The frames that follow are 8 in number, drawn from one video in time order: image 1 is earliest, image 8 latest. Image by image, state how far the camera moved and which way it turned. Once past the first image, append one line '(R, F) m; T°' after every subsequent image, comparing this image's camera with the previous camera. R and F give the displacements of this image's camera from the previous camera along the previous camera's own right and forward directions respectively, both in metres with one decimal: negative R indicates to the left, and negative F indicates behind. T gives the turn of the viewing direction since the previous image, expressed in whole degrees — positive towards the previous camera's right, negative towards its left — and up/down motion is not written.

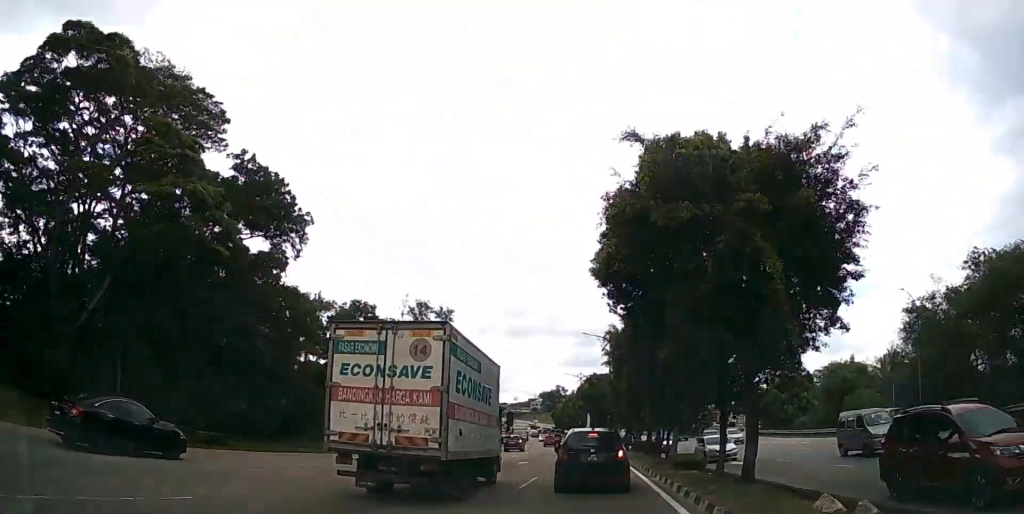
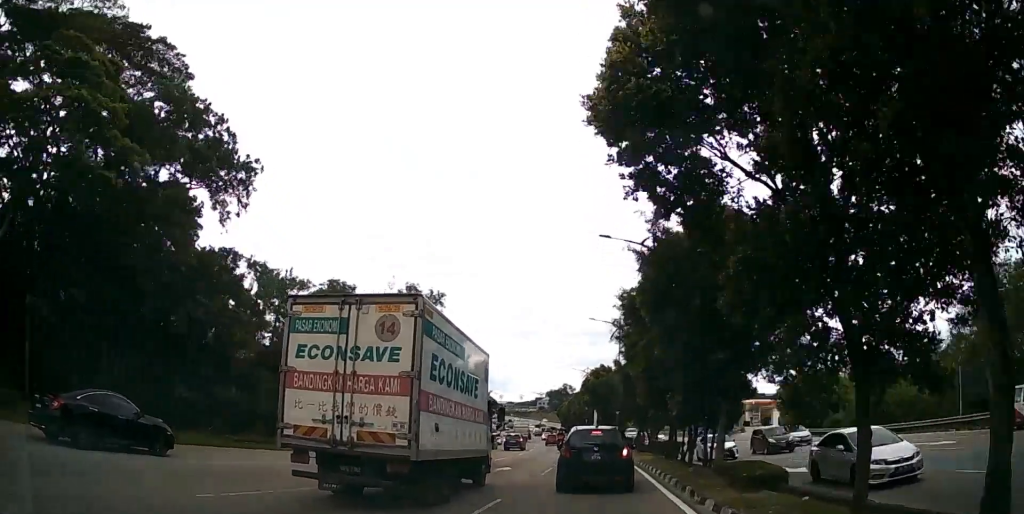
(-0.1, +7.7) m; -1°
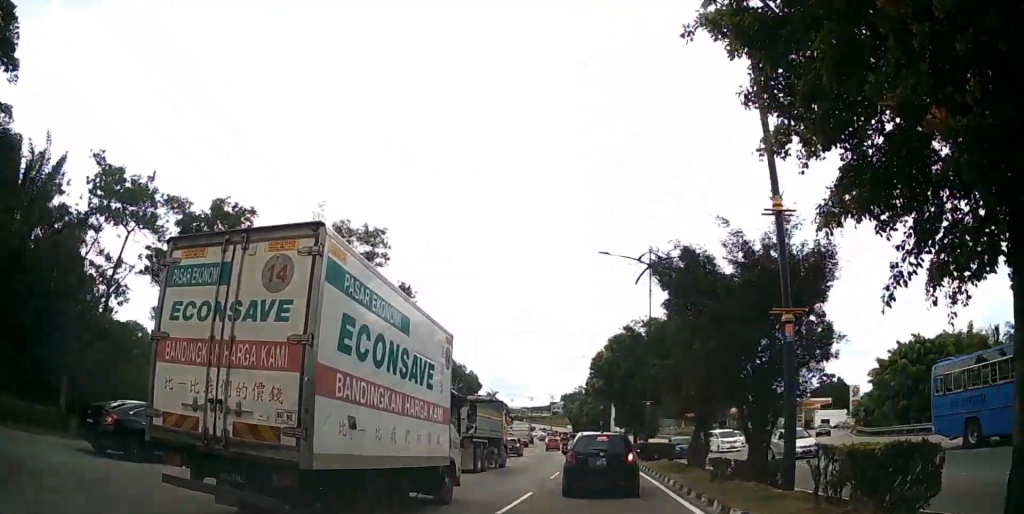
(-0.2, +21.3) m; 0°
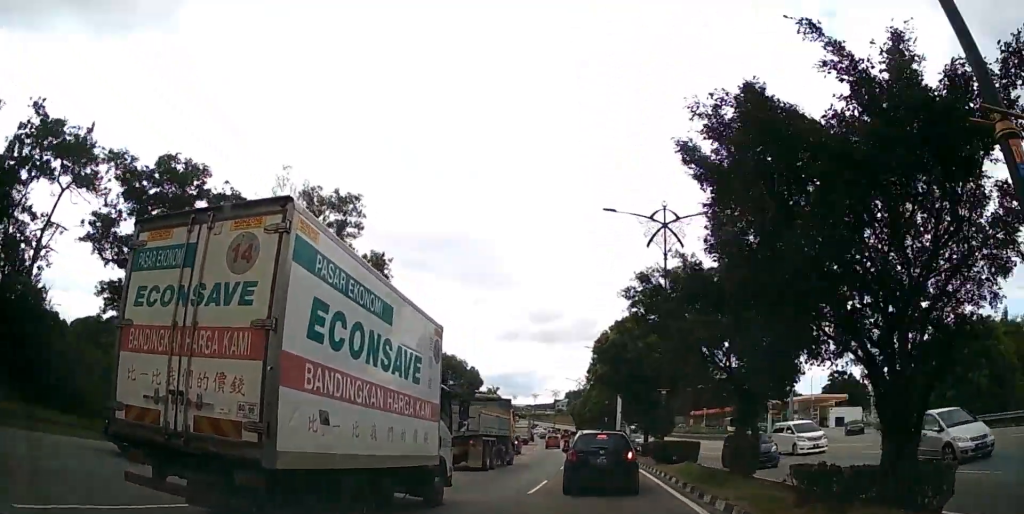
(0.0, +6.2) m; 0°
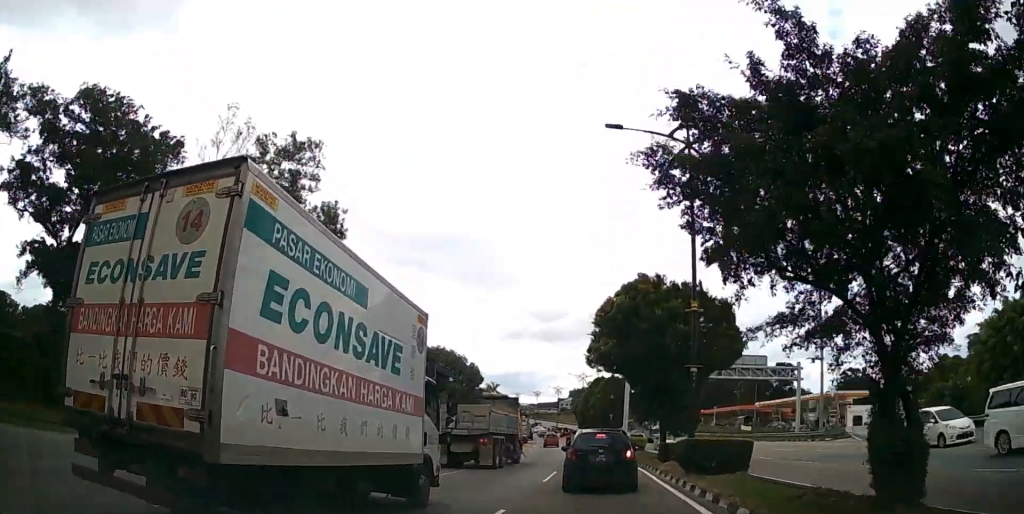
(0.0, +8.2) m; -1°
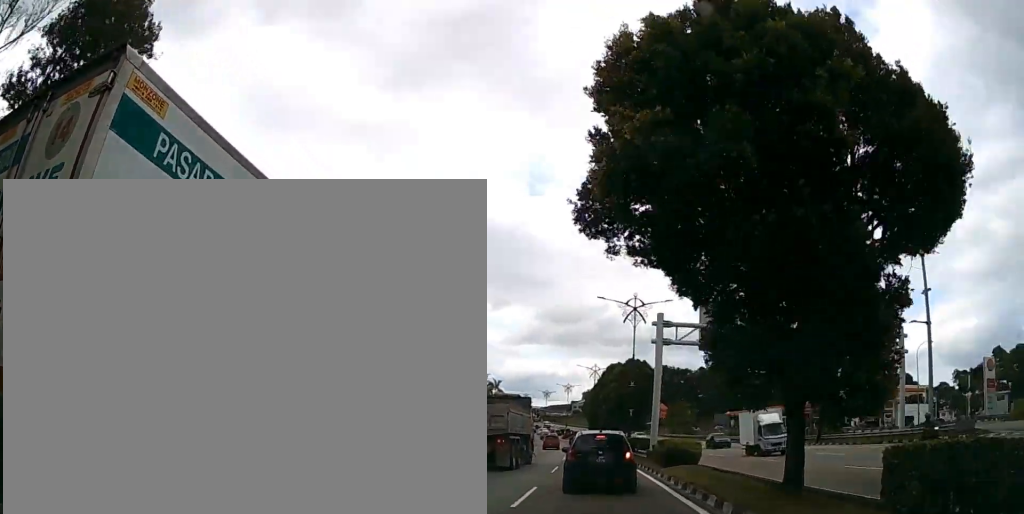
(-0.5, +18.1) m; -3°
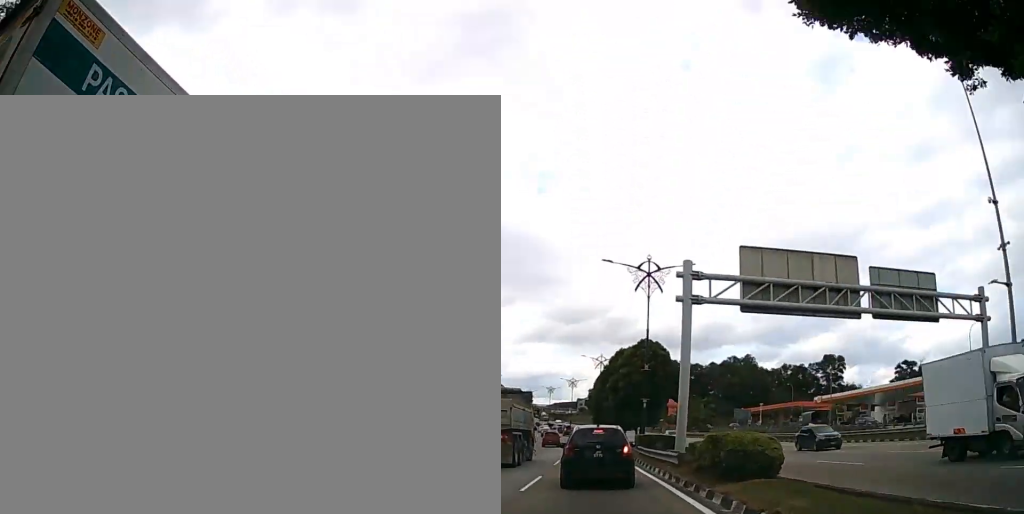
(-0.2, +9.1) m; -2°
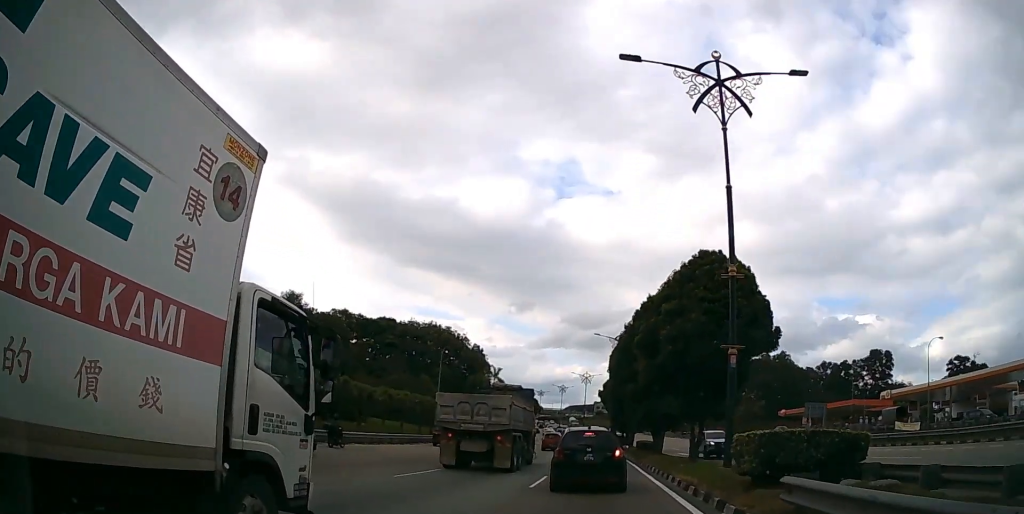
(-0.4, +22.1) m; -2°
